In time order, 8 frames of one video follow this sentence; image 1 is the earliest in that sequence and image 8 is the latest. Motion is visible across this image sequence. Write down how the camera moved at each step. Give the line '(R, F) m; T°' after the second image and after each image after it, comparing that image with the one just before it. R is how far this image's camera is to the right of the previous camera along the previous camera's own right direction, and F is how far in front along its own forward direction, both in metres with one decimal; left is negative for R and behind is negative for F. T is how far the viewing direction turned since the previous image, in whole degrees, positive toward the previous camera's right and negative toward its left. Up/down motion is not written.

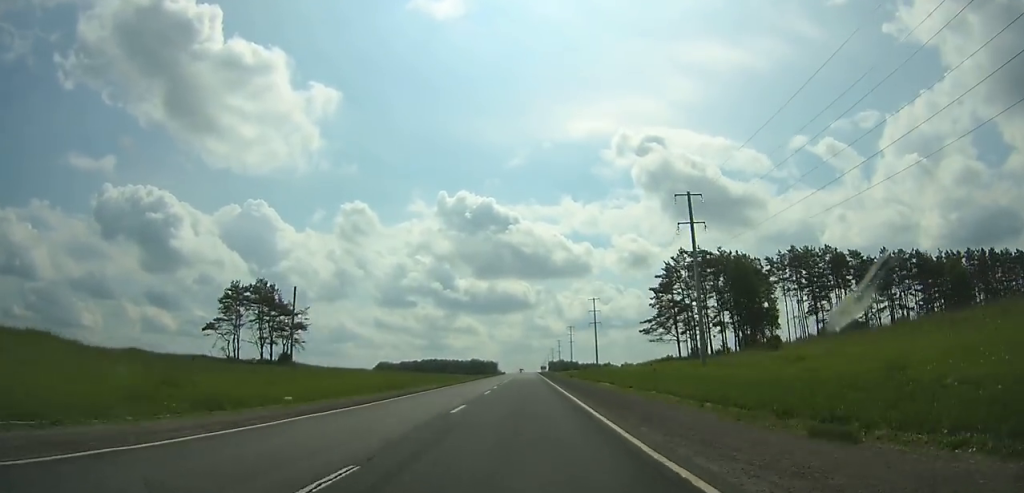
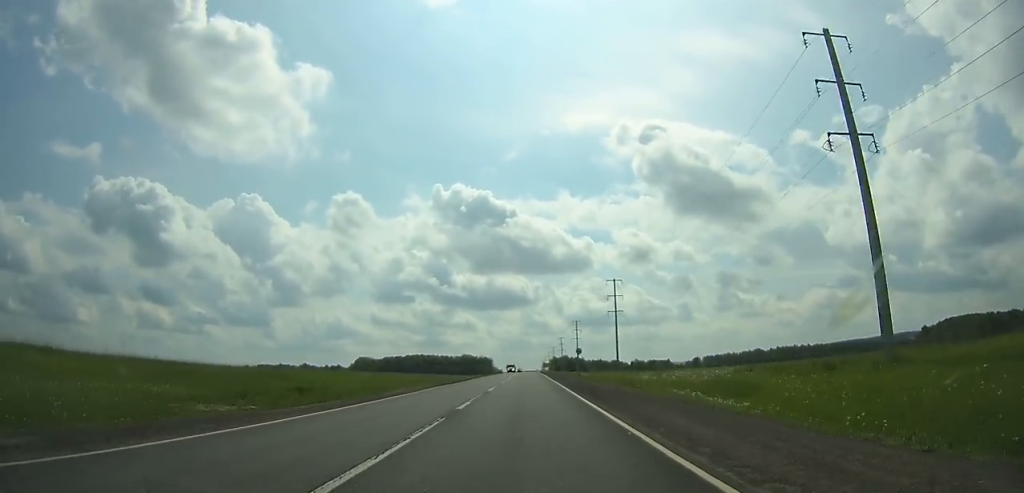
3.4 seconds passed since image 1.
(+0.3, +87.4) m; 0°
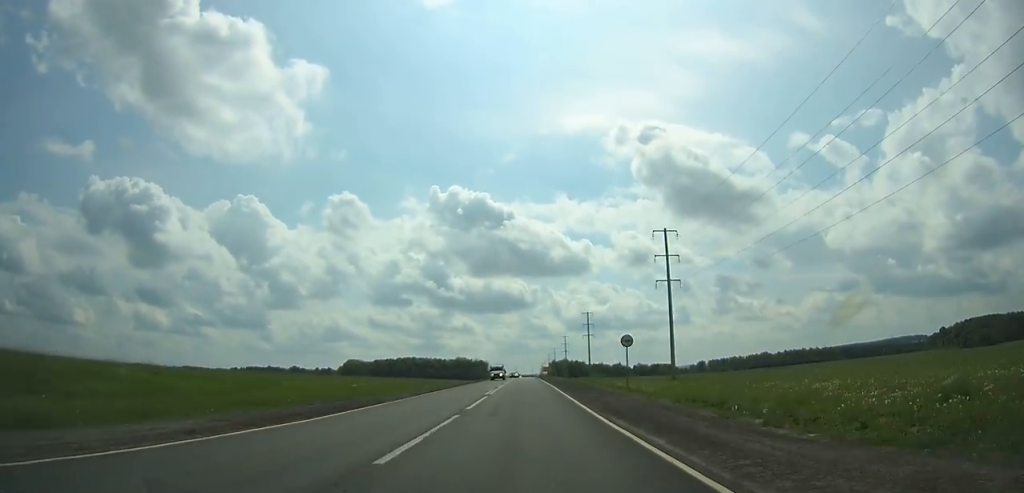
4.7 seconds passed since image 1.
(+0.1, +33.9) m; 0°
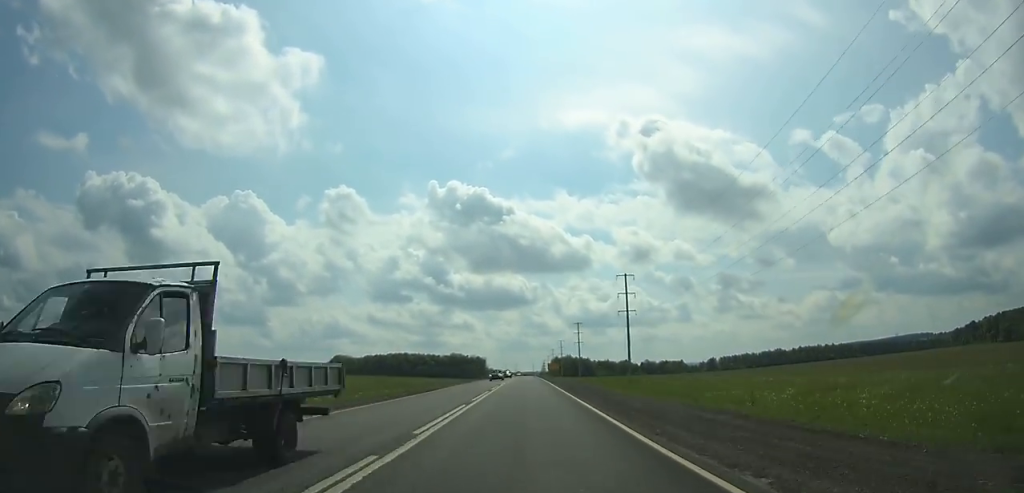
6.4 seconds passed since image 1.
(+0.1, +44.4) m; 0°
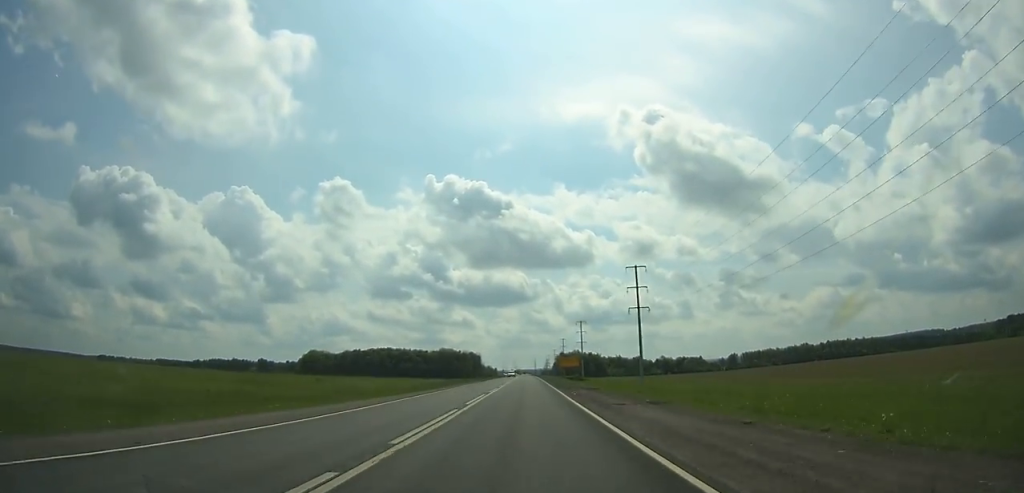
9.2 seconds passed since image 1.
(-0.2, +74.0) m; 0°
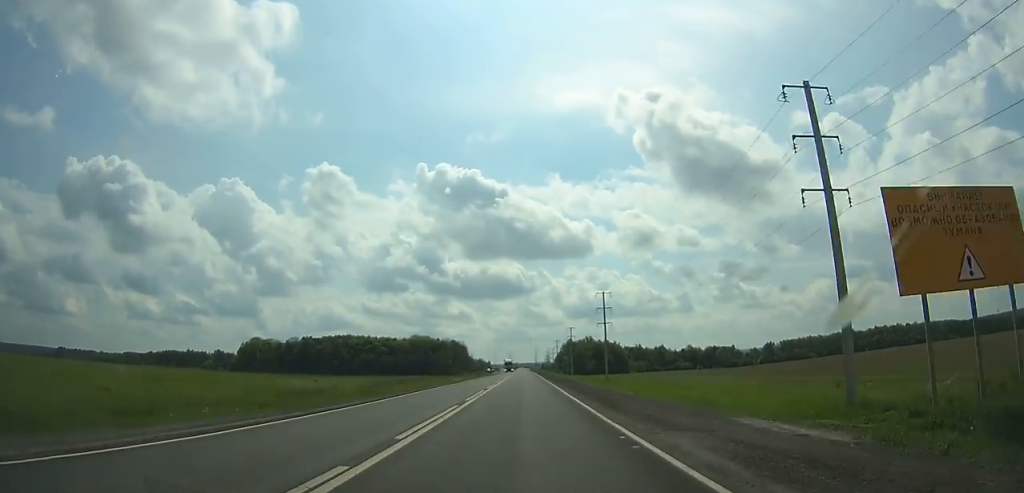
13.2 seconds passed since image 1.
(+0.2, +107.2) m; 0°
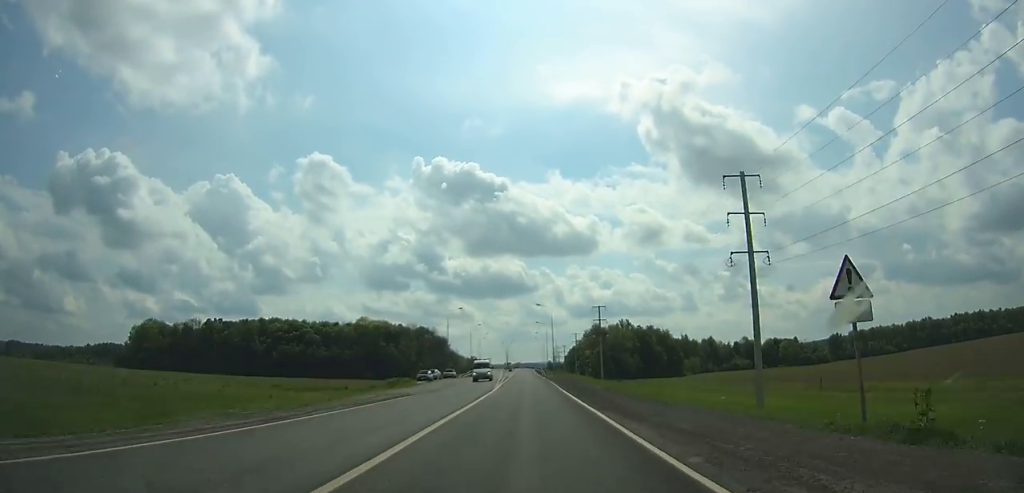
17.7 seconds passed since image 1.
(-0.3, +120.9) m; 0°
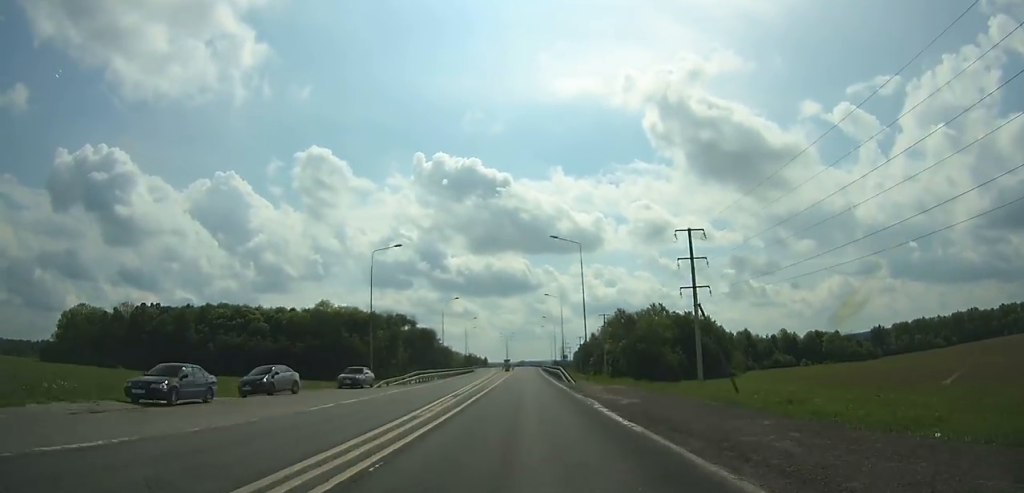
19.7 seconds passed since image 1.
(0.0, +53.2) m; 0°
